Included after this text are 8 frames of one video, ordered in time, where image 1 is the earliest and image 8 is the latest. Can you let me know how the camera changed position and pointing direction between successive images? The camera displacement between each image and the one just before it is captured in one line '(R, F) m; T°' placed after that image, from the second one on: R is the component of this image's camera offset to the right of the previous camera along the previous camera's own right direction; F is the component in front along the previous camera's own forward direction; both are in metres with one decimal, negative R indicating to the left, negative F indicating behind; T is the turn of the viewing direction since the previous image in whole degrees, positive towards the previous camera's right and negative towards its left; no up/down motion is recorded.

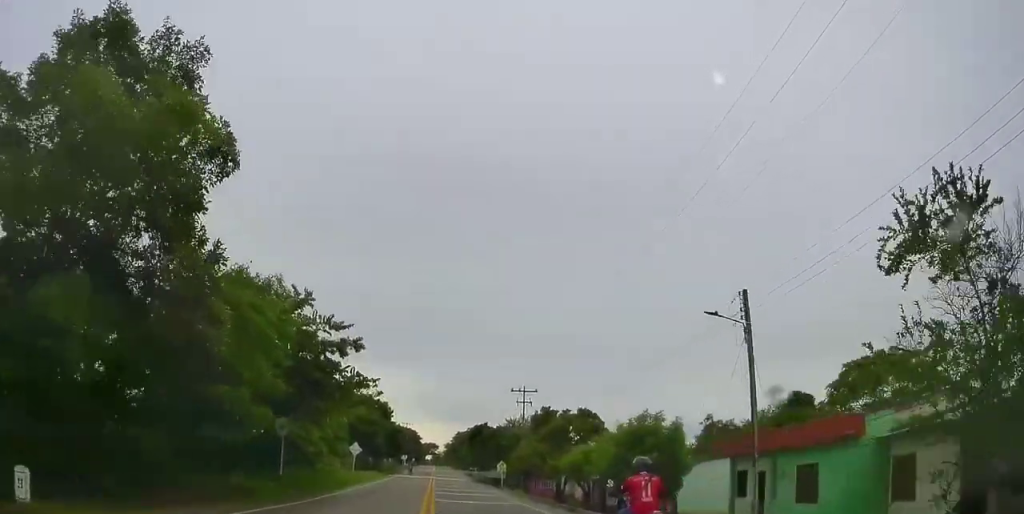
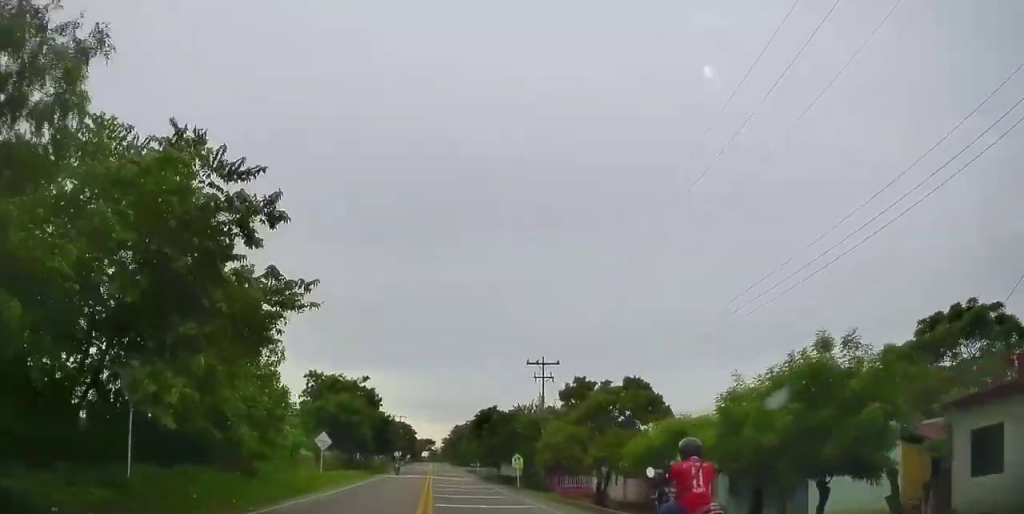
(+0.1, +11.2) m; -1°
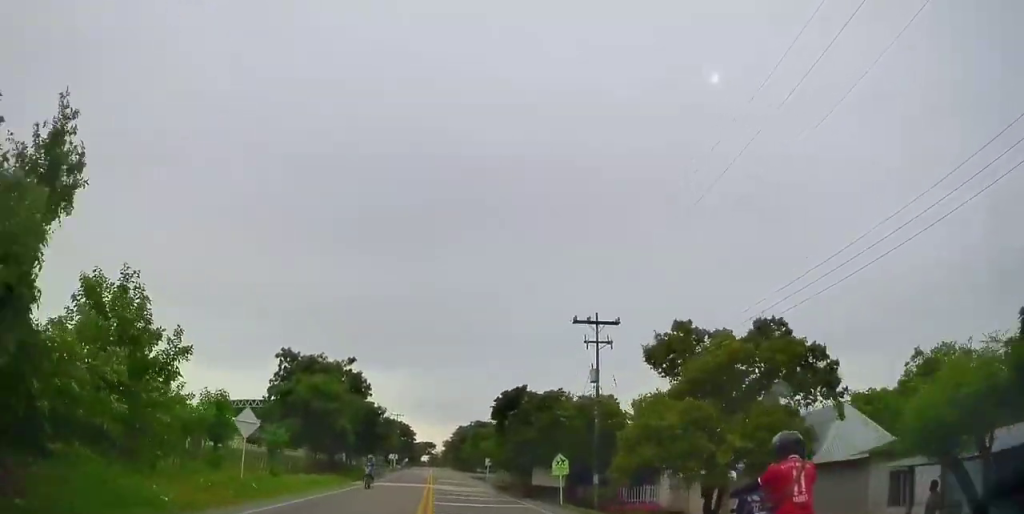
(-0.8, +13.3) m; 0°
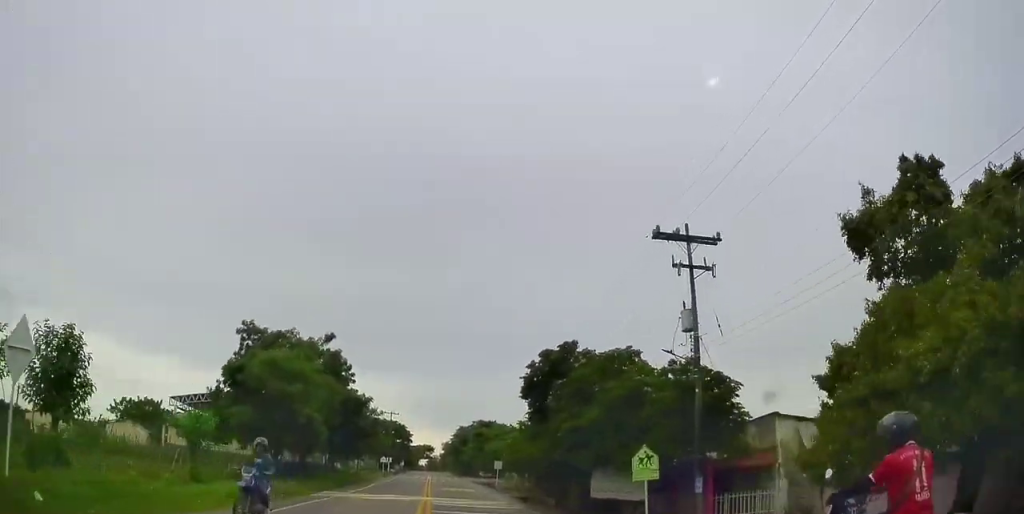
(+0.7, +11.4) m; +1°
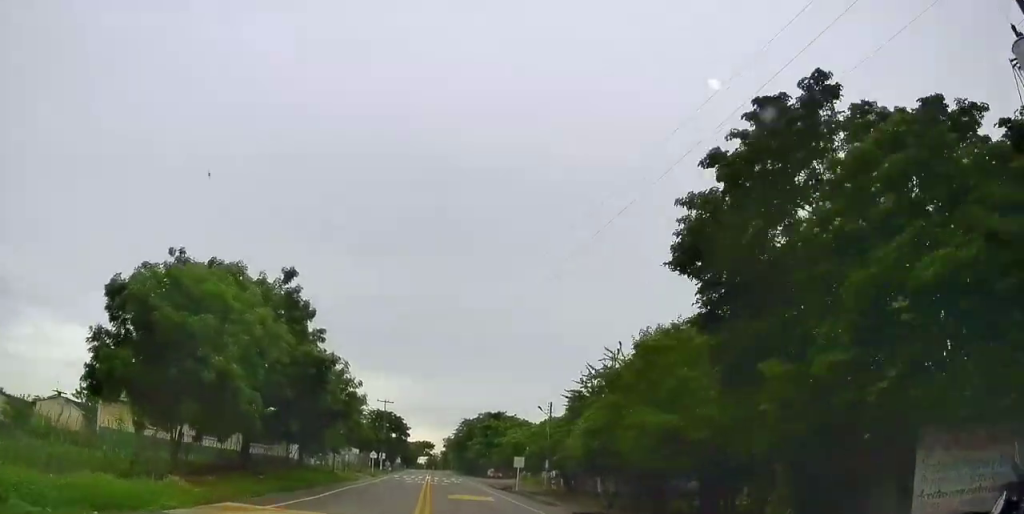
(0.0, +13.4) m; 0°
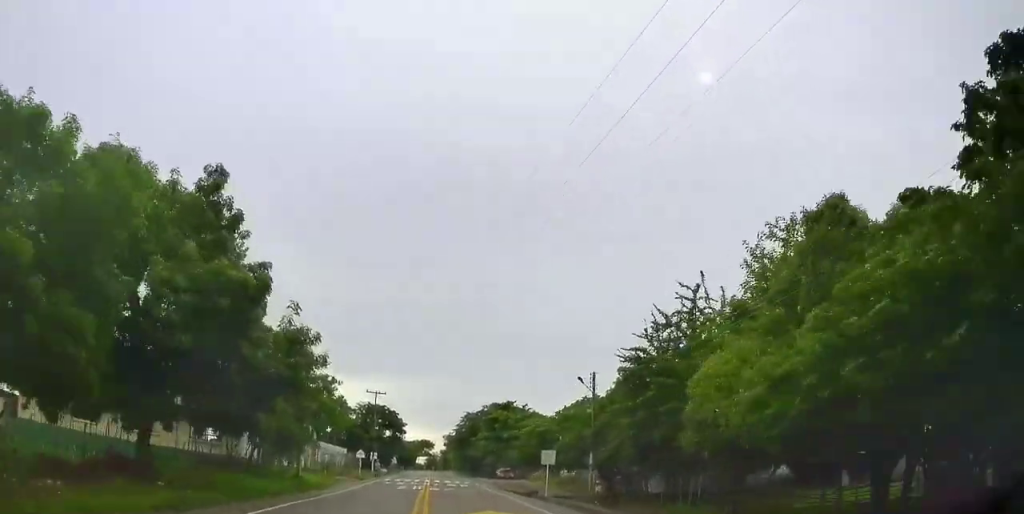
(-0.3, +10.8) m; -1°
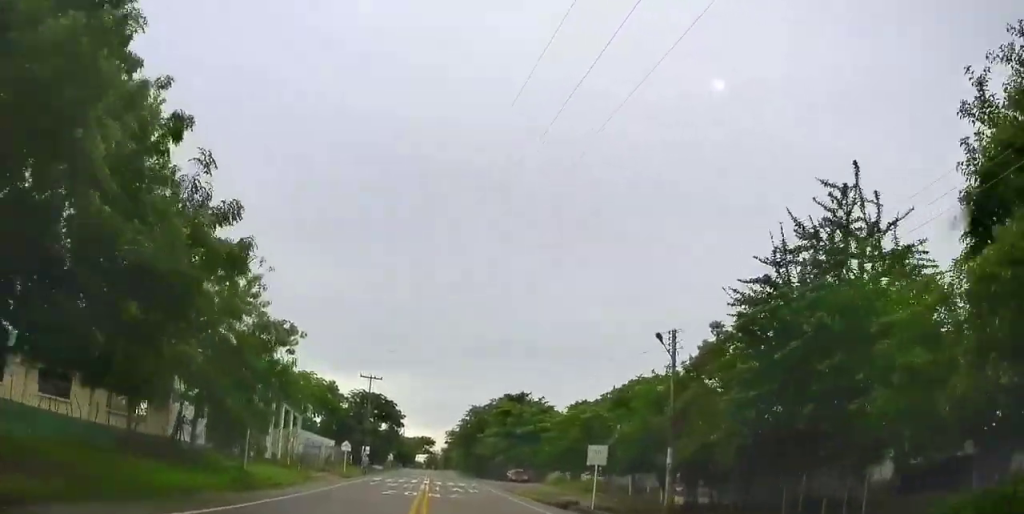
(+0.2, +9.6) m; 0°
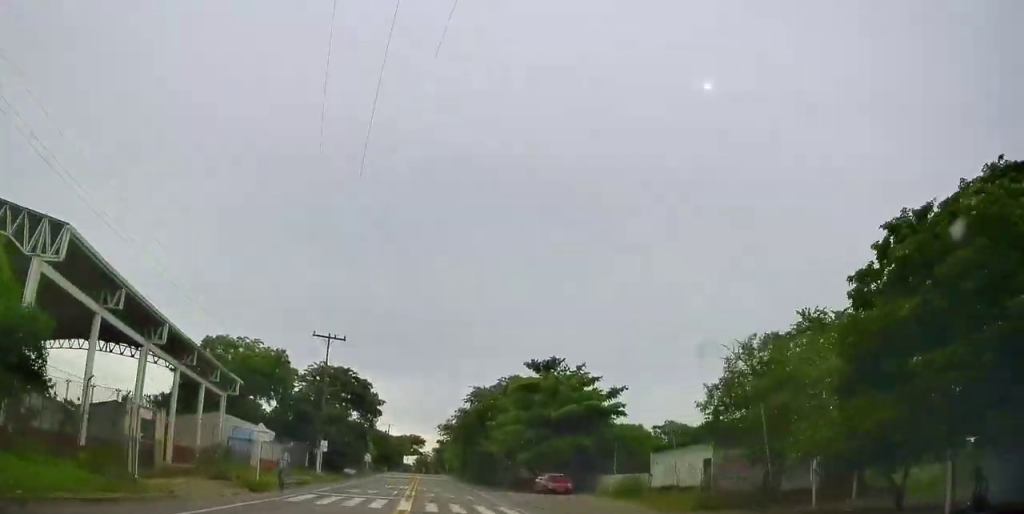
(-0.1, +20.3) m; +1°
